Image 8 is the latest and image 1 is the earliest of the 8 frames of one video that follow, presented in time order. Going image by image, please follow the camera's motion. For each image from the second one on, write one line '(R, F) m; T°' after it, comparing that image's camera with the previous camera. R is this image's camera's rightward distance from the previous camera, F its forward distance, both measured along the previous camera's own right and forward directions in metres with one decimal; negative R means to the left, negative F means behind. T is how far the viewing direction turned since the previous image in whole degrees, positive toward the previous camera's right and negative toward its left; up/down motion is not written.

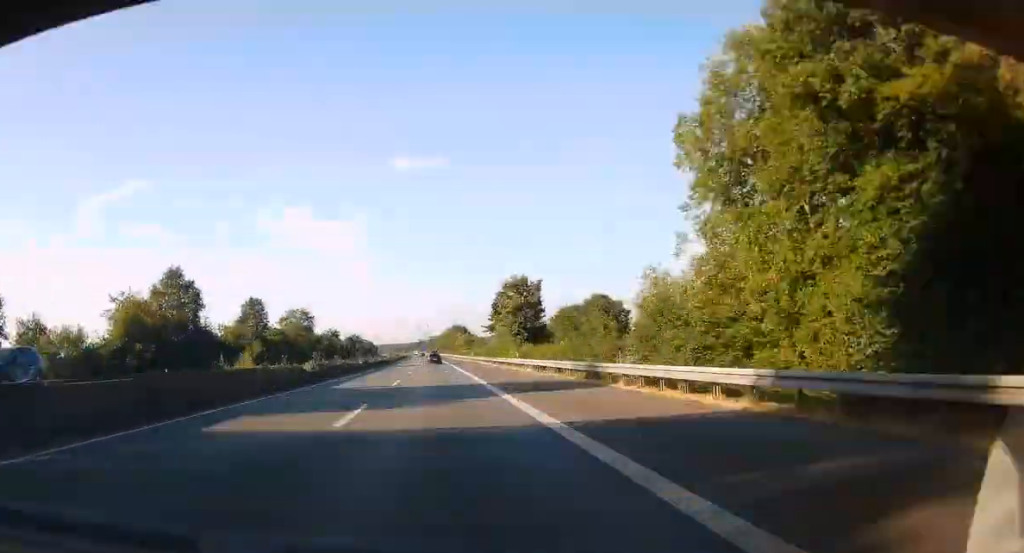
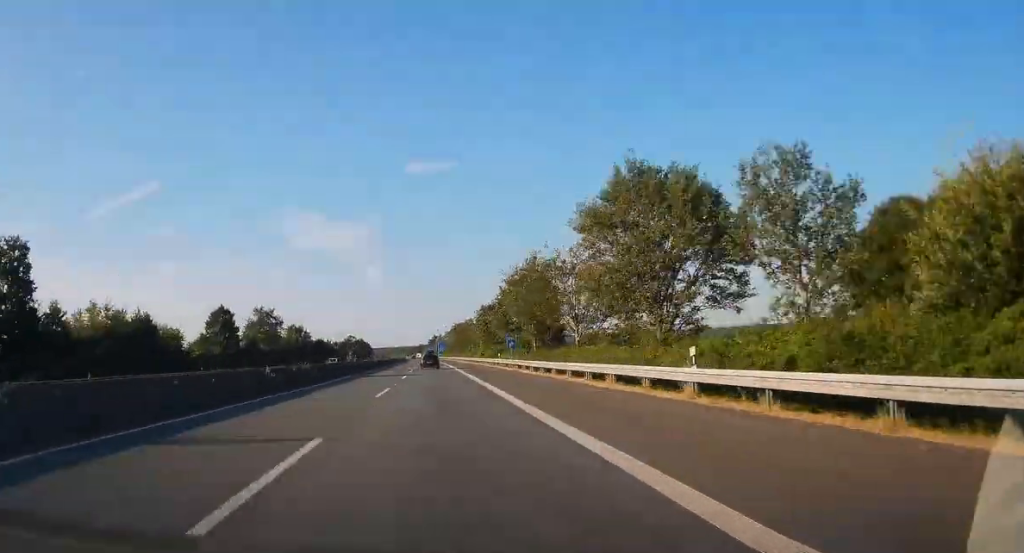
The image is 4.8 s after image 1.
(-2.2, +182.0) m; -1°
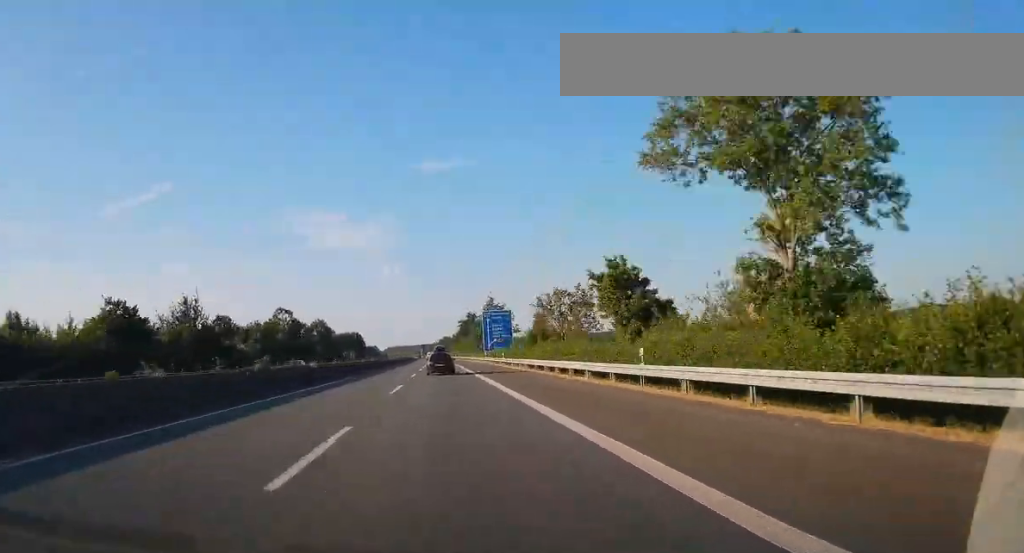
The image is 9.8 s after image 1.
(-2.3, +166.5) m; -2°
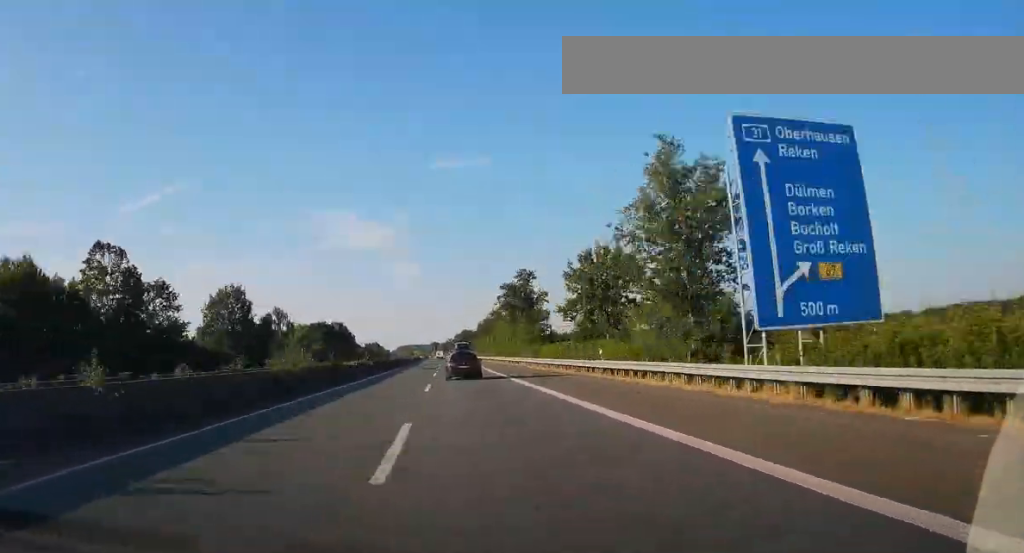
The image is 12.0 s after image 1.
(-1.0, +98.2) m; -1°
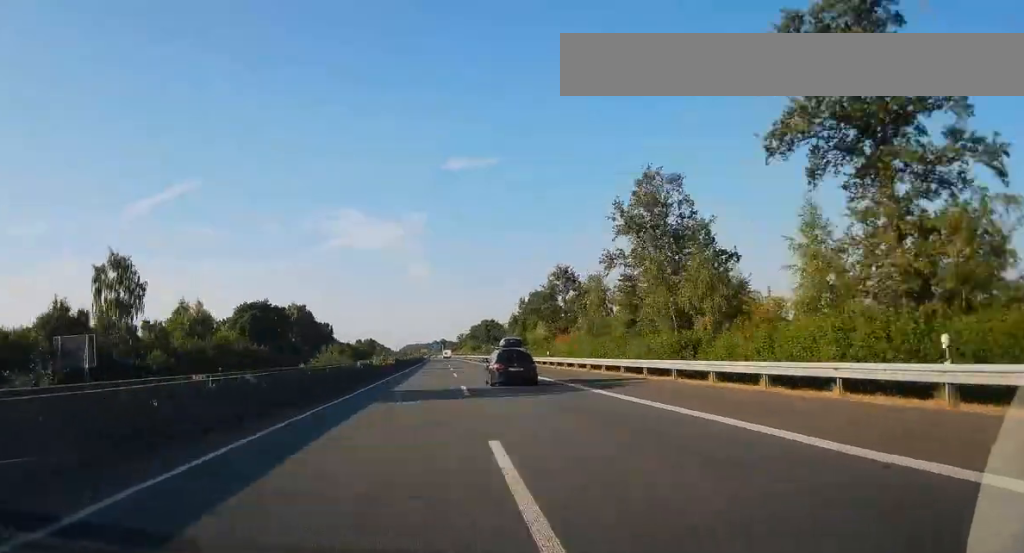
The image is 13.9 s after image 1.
(-0.4, +94.7) m; -1°
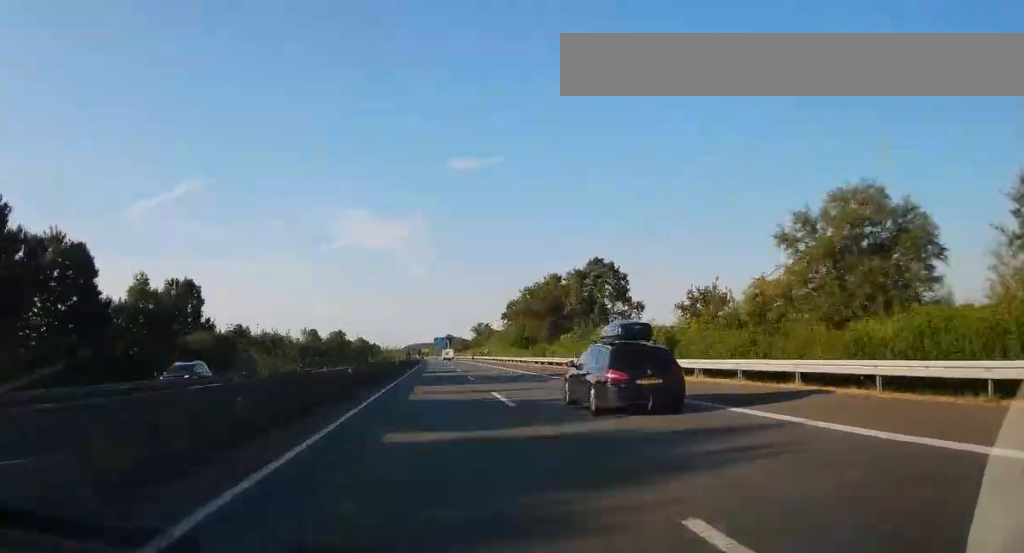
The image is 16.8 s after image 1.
(-1.0, +122.7) m; -1°
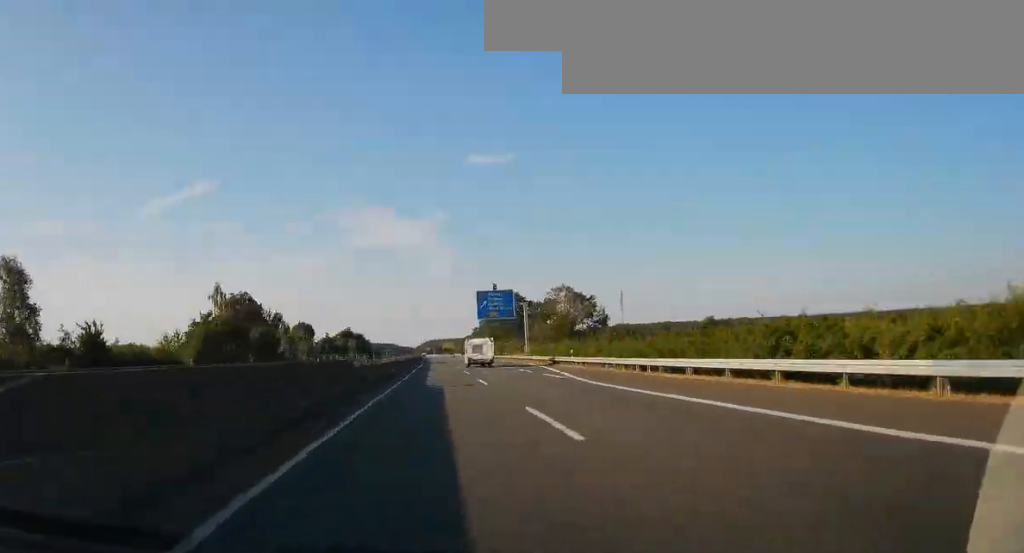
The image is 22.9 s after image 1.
(-3.2, +242.2) m; -2°
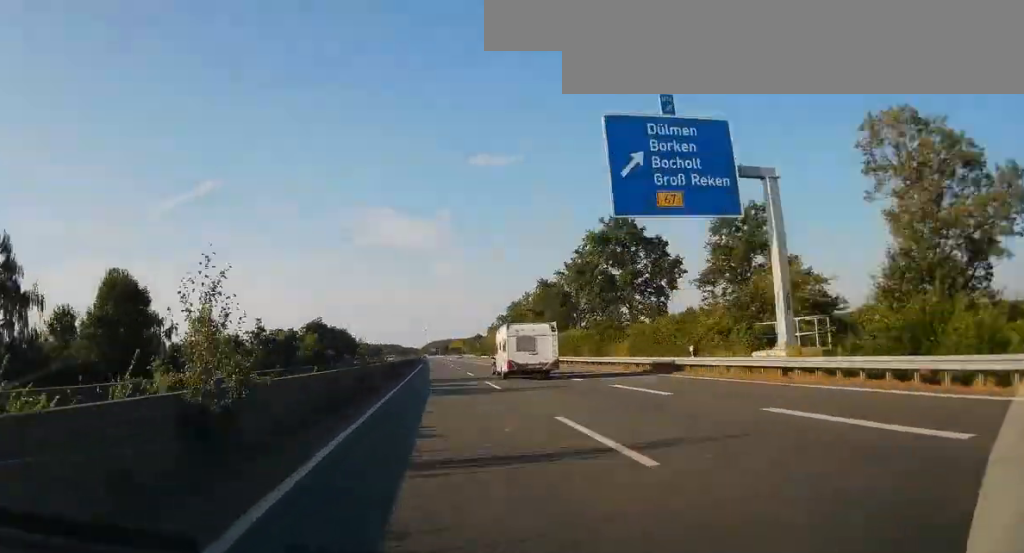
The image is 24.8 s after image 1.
(-0.7, +75.4) m; 0°
